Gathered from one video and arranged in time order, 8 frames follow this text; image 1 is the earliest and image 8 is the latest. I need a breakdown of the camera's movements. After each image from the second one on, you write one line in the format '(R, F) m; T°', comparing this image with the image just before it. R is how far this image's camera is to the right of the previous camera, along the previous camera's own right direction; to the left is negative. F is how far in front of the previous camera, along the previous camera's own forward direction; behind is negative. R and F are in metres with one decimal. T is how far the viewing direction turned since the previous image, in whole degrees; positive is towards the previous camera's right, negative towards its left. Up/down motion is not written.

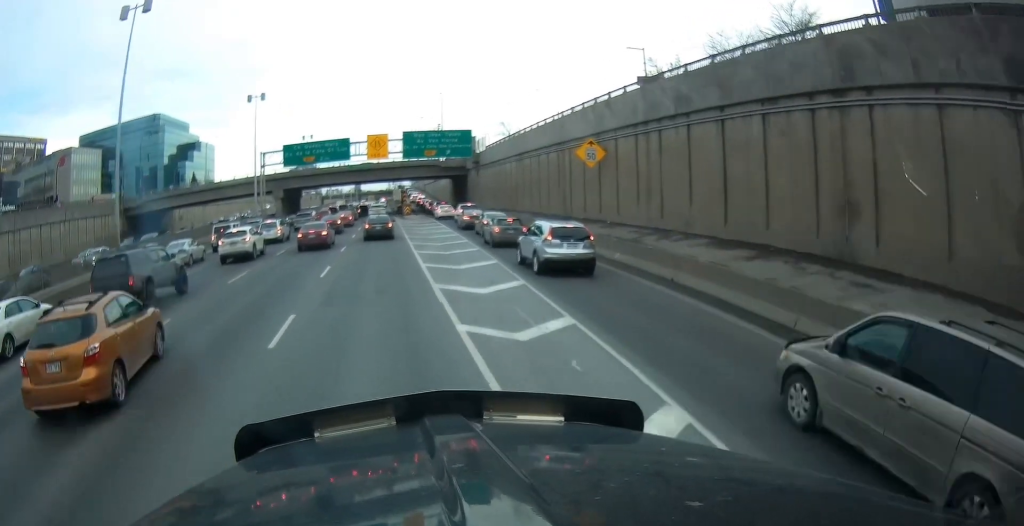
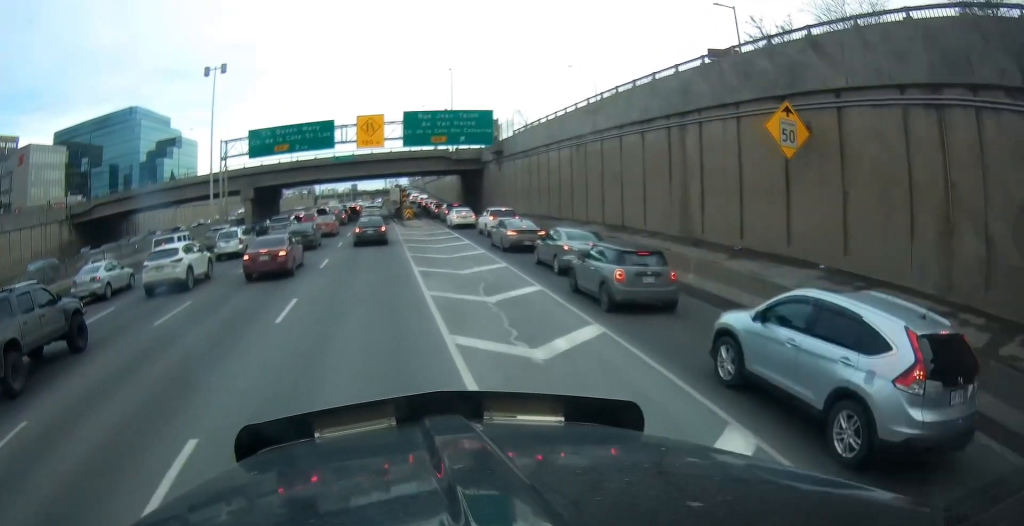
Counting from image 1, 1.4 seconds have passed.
(0.0, +17.4) m; -1°
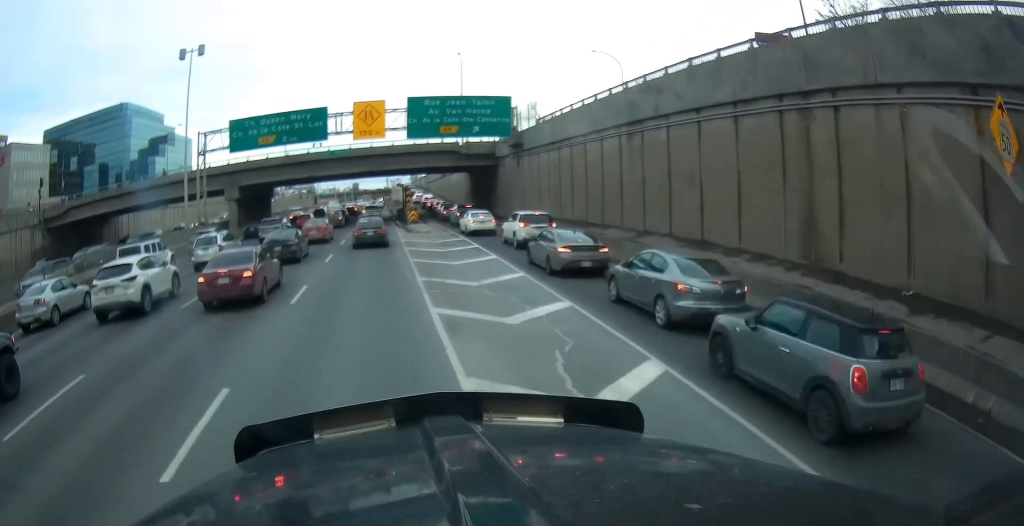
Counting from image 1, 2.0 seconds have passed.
(-0.1, +7.8) m; 0°
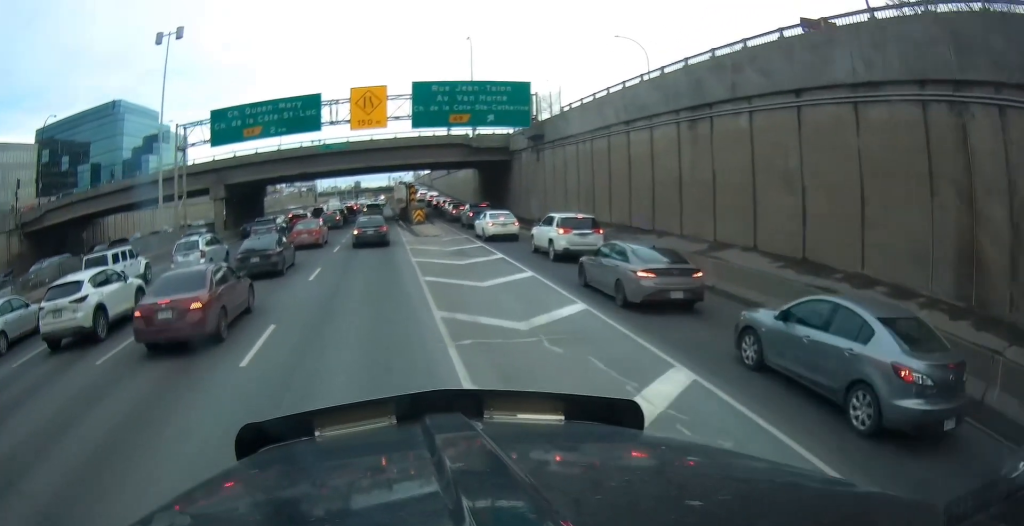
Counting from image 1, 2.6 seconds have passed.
(0.0, +5.9) m; +1°
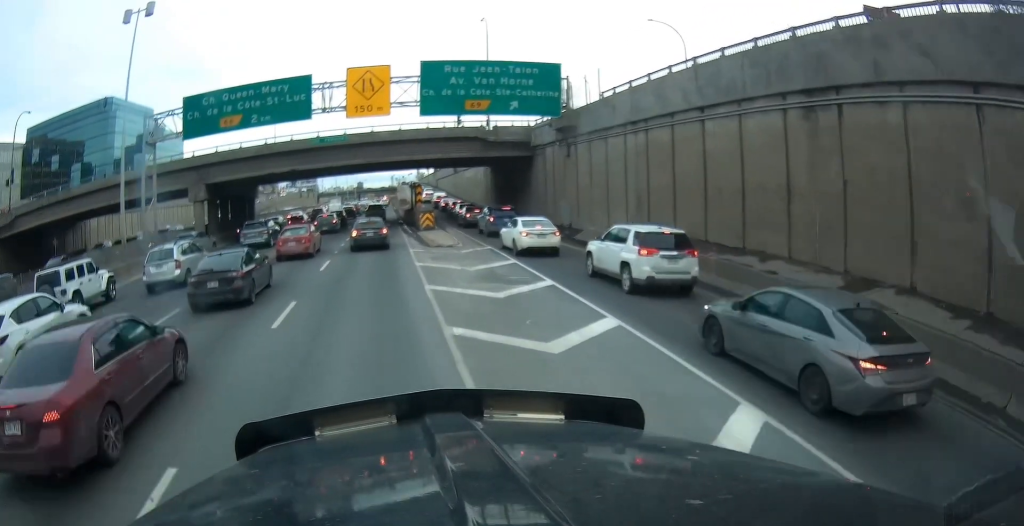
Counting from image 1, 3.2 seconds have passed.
(+0.1, +6.8) m; +1°
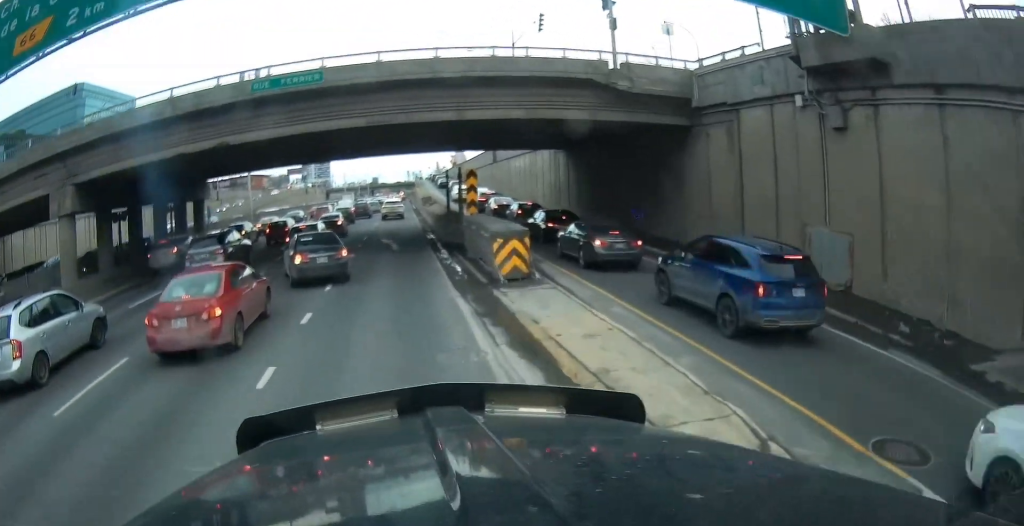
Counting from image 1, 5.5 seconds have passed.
(-0.1, +23.0) m; -3°
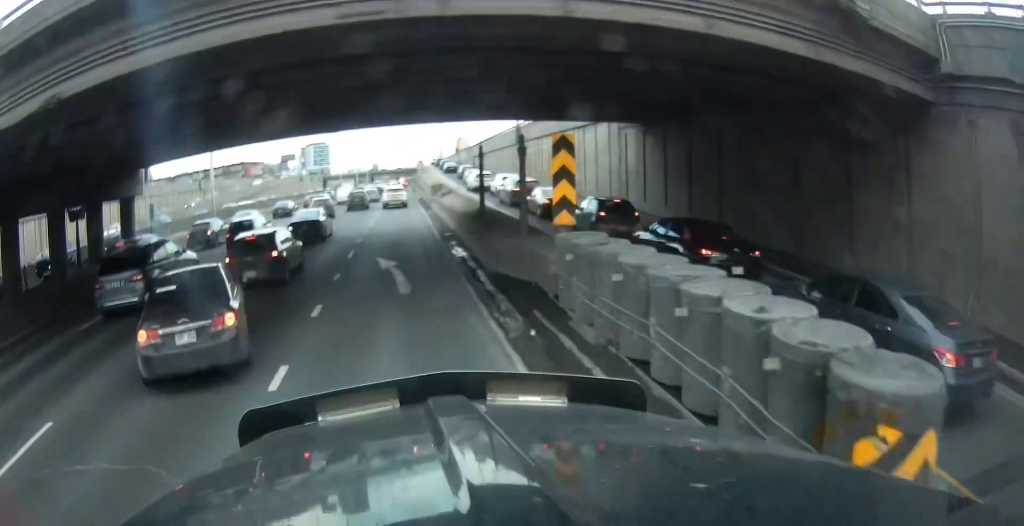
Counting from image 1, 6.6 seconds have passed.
(-0.3, +11.5) m; -2°
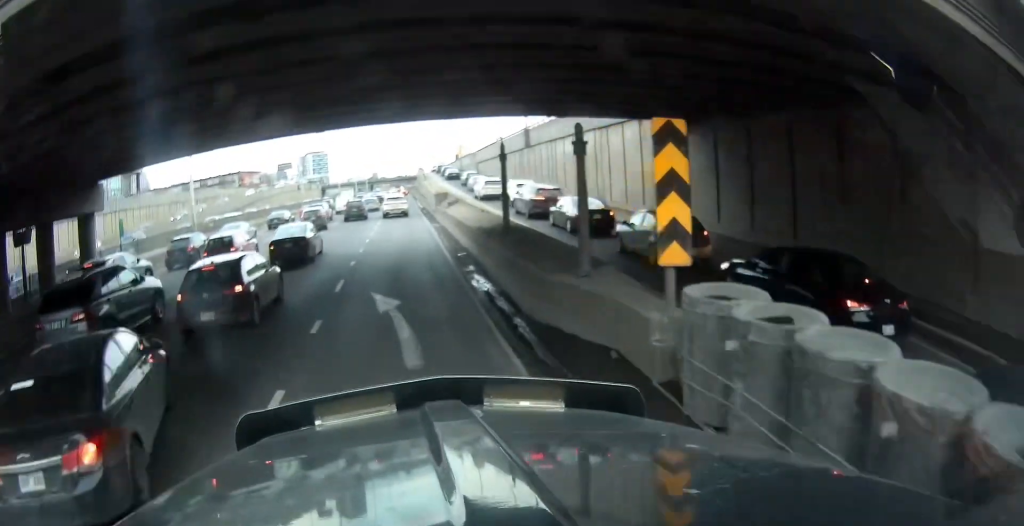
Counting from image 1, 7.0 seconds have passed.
(0.0, +4.5) m; 0°
